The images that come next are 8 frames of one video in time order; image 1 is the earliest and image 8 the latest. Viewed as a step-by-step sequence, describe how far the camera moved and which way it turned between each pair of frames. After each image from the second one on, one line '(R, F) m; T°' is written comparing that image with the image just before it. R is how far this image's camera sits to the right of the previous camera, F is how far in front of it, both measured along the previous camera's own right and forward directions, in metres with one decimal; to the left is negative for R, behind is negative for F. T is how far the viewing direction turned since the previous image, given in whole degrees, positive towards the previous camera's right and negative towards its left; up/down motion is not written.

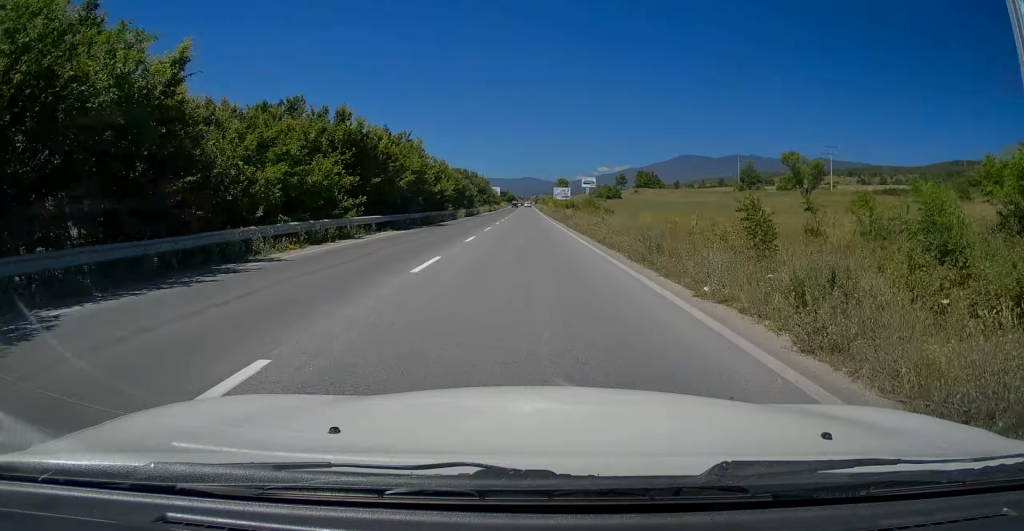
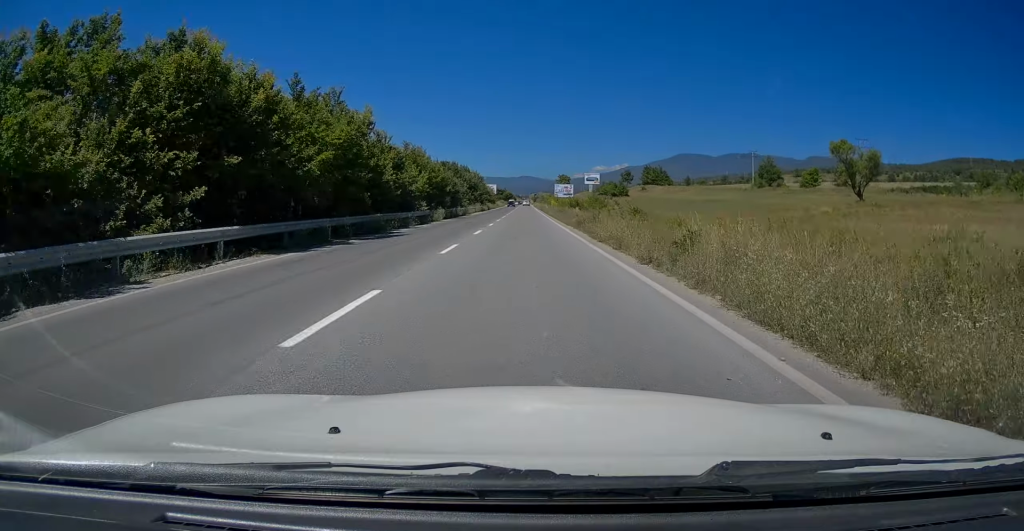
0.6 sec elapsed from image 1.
(0.0, +14.1) m; 0°
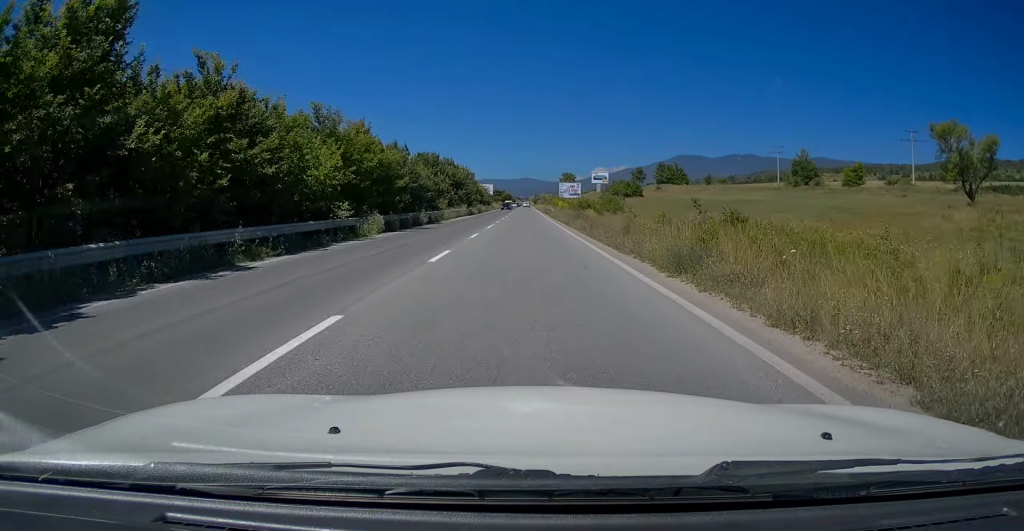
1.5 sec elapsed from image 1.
(0.0, +19.5) m; 0°
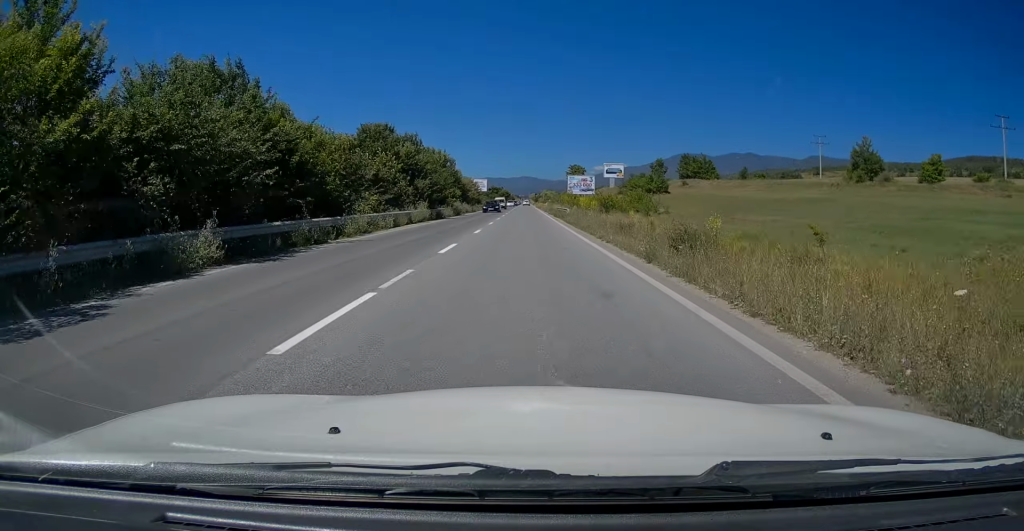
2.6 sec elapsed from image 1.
(0.0, +25.5) m; 0°
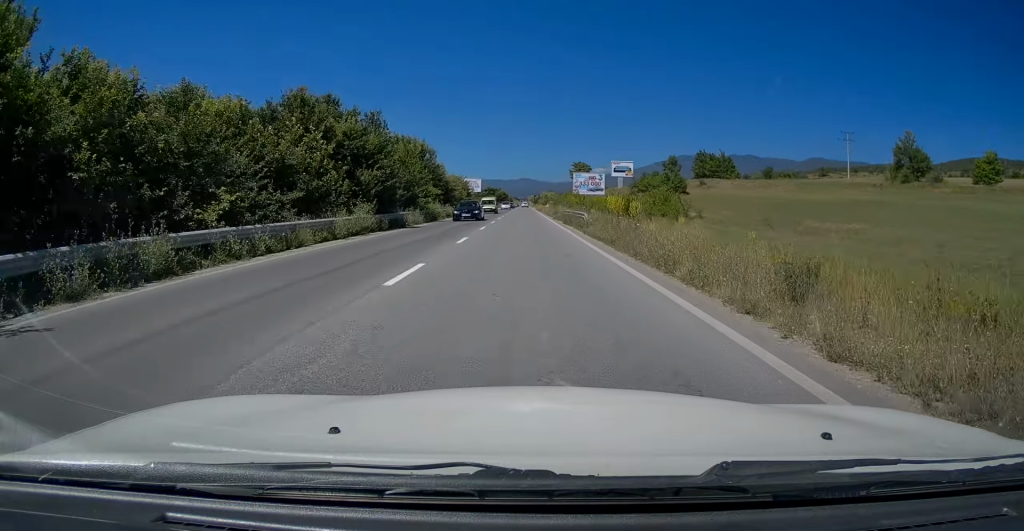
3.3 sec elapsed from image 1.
(0.0, +14.0) m; +1°
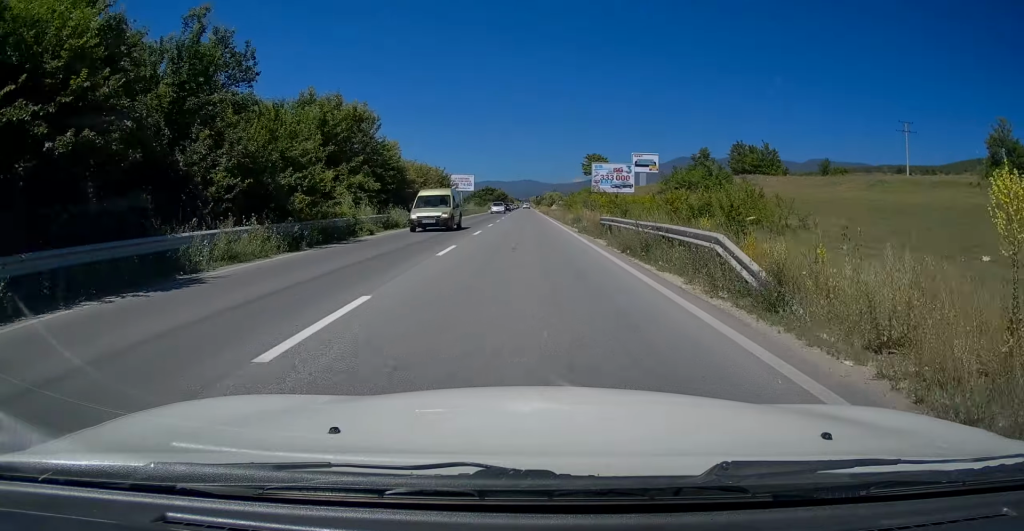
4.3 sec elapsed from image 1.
(+0.3, +21.8) m; 0°
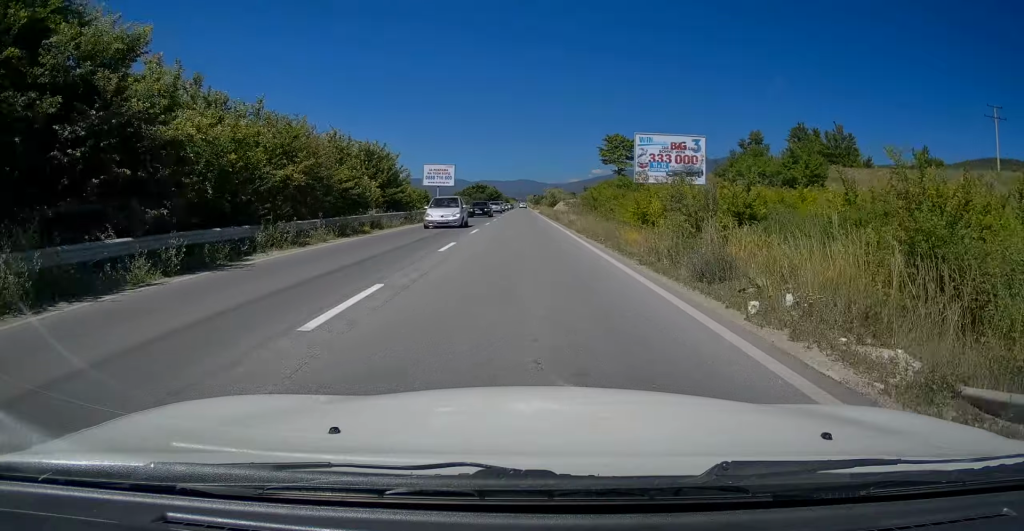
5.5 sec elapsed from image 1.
(-0.3, +25.8) m; -1°
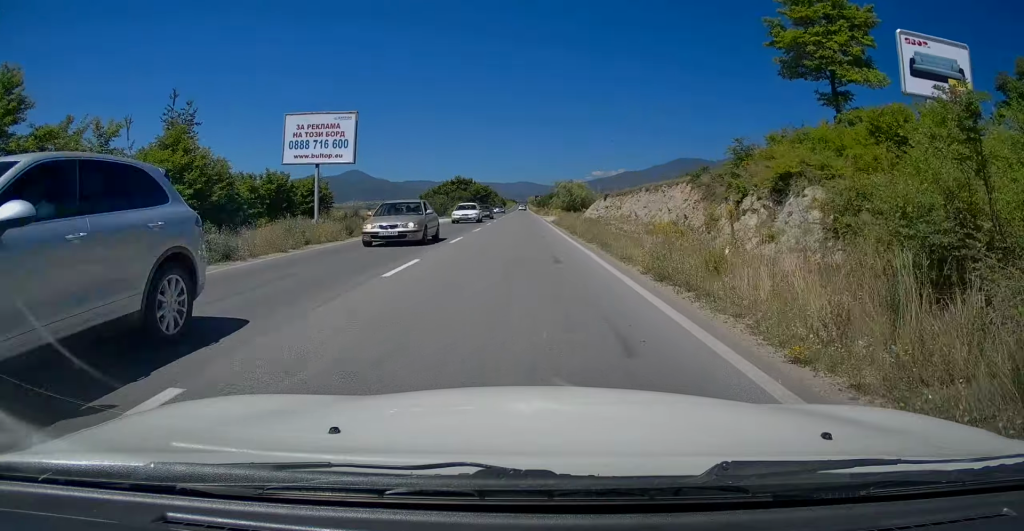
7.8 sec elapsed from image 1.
(-0.1, +49.1) m; 0°
